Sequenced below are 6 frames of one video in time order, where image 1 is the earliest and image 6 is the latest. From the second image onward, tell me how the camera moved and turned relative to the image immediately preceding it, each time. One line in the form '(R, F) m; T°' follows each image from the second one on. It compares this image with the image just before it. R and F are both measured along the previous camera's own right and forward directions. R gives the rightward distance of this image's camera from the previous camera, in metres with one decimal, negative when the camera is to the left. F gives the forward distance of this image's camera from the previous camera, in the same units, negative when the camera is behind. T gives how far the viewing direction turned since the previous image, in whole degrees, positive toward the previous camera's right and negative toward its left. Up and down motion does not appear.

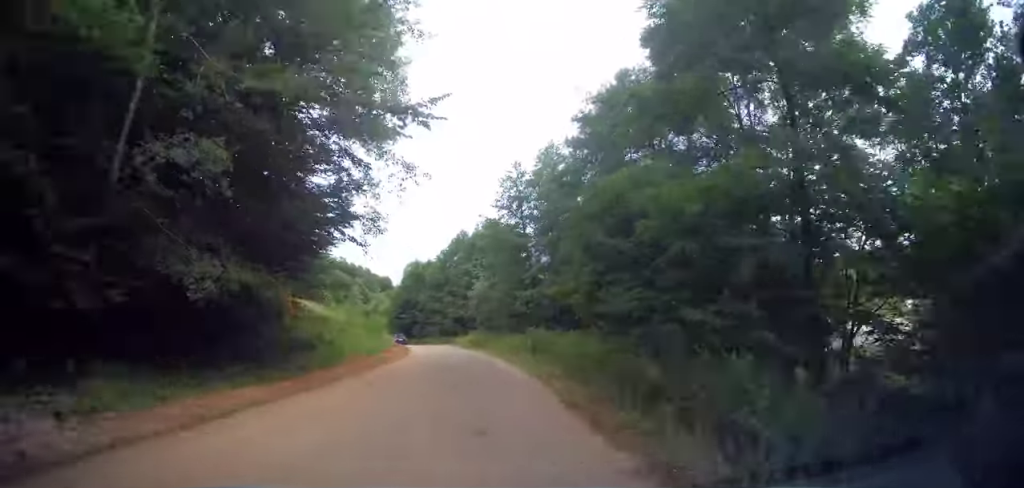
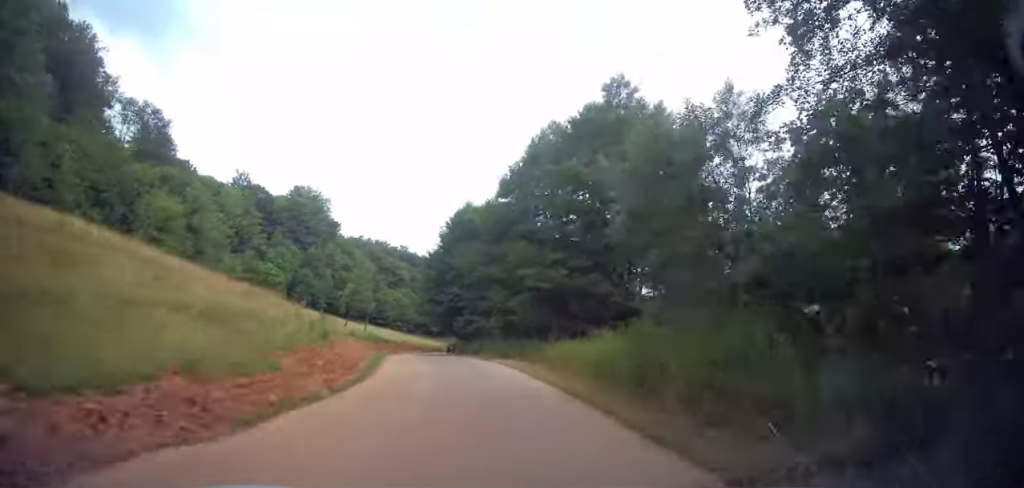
(-1.1, +37.2) m; -6°
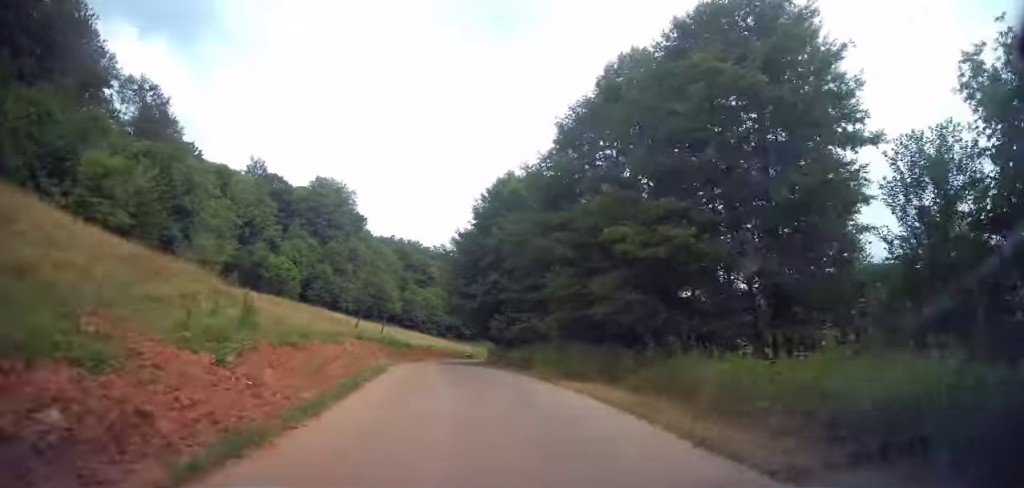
(-0.6, +10.6) m; -4°
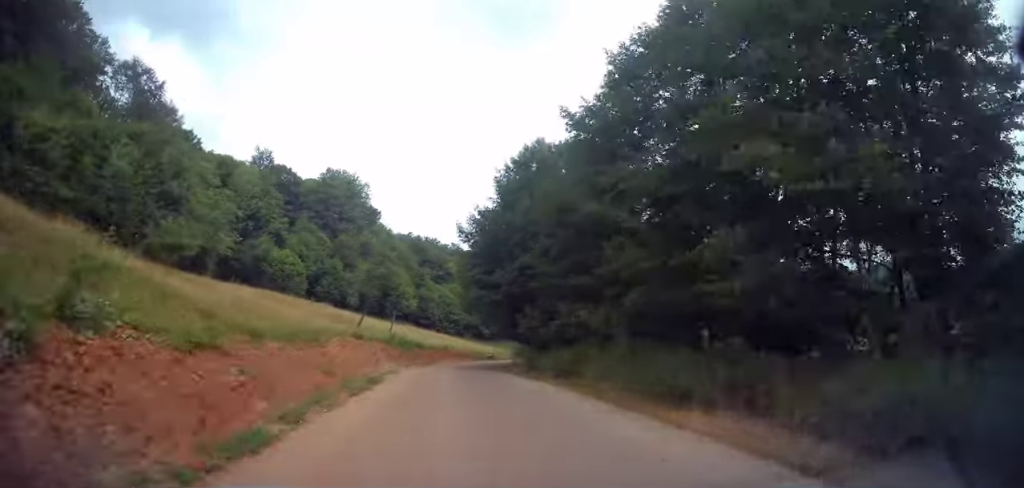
(-0.2, +6.3) m; -2°
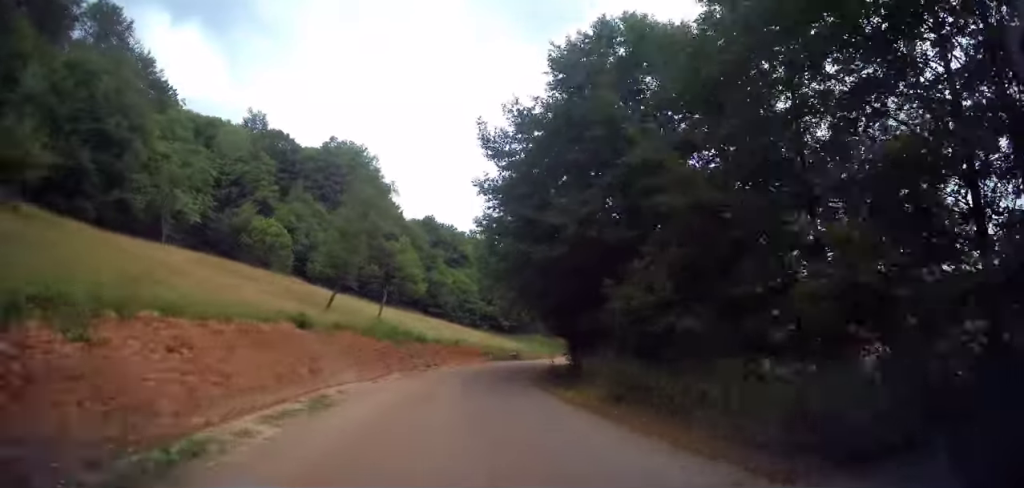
(-0.2, +13.2) m; -2°
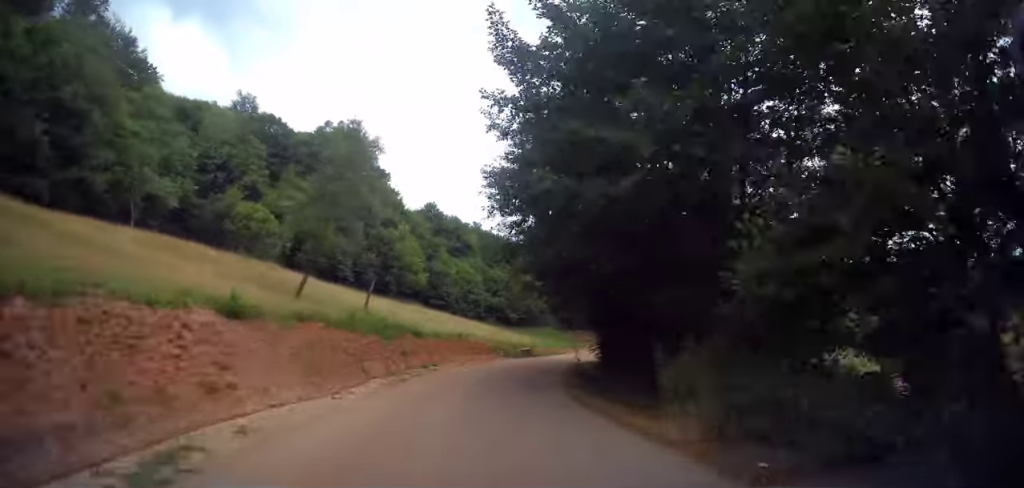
(-0.1, +5.8) m; -1°
